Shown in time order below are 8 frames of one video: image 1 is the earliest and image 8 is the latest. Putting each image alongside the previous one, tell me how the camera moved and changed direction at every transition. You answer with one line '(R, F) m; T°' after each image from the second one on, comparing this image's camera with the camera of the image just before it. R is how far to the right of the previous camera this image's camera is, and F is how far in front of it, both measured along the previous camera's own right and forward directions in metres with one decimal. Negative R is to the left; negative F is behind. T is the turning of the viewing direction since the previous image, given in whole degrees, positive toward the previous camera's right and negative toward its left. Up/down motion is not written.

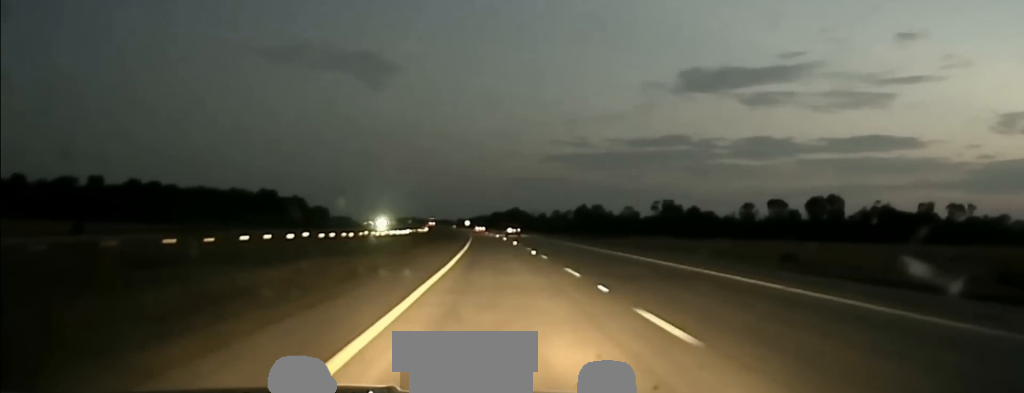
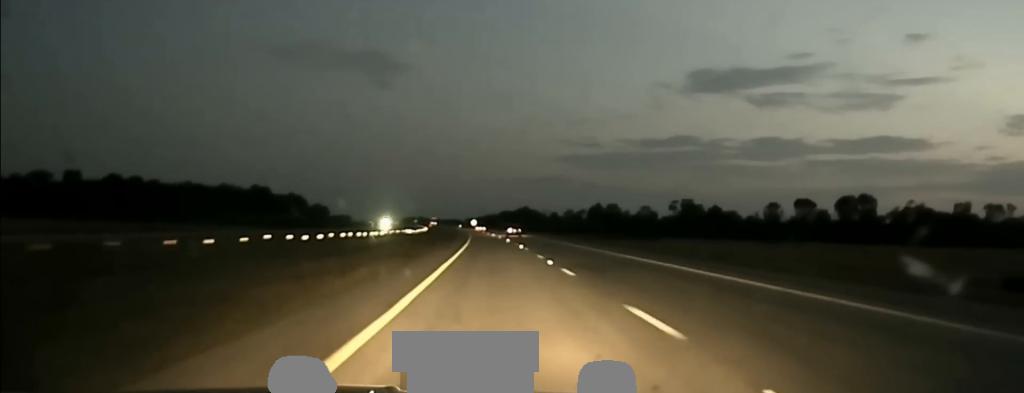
(-0.2, +34.4) m; -1°
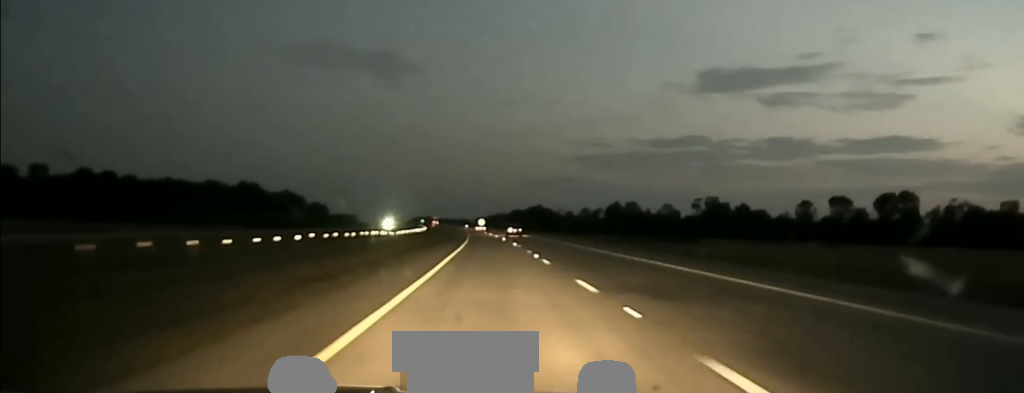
(-0.3, +38.2) m; -1°
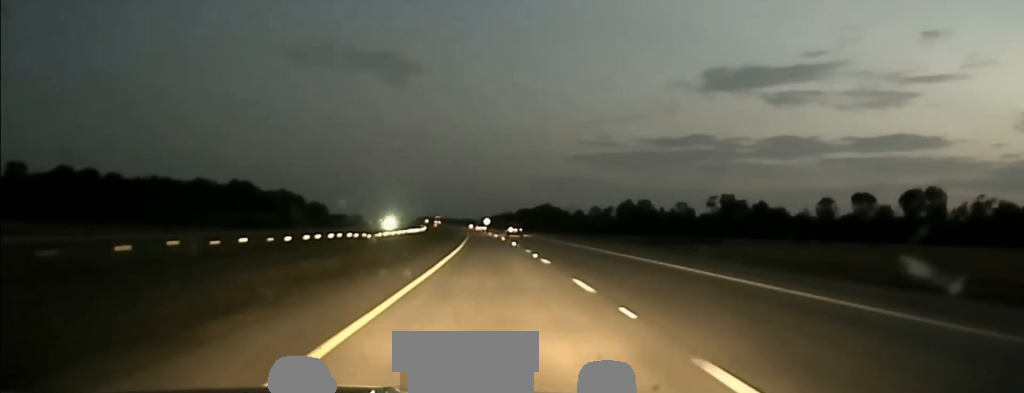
(0.0, +22.3) m; 0°
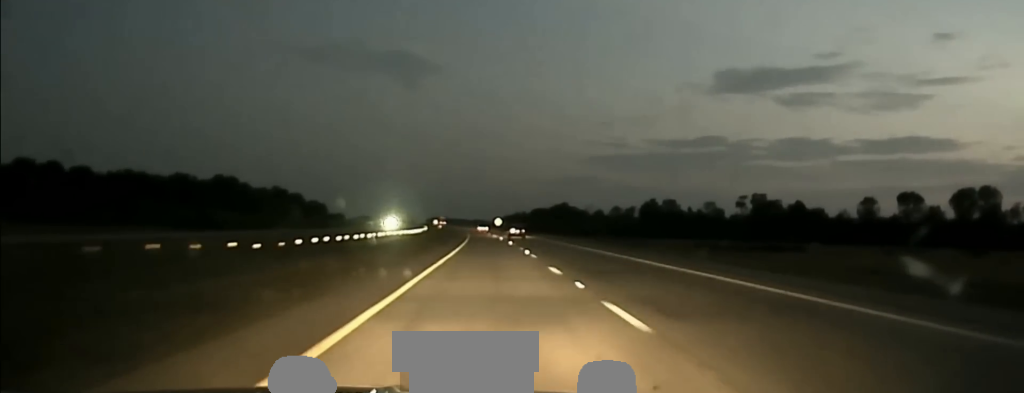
(-0.3, +42.5) m; -1°
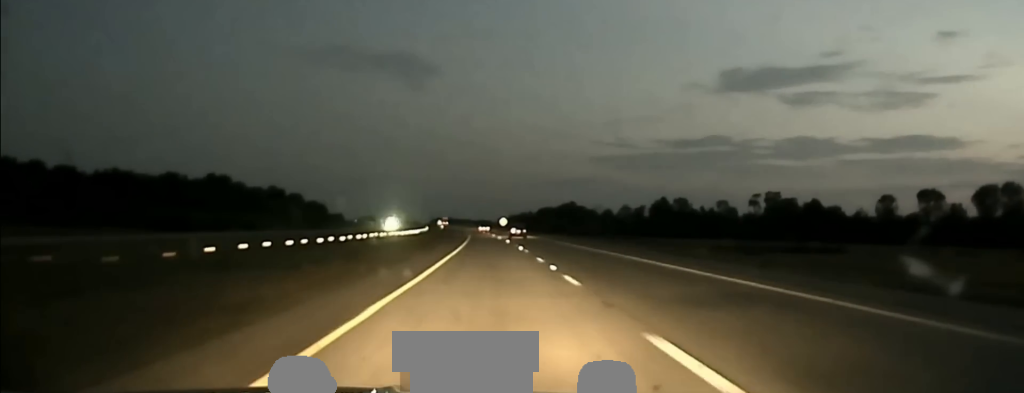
(-0.1, +17.6) m; 0°
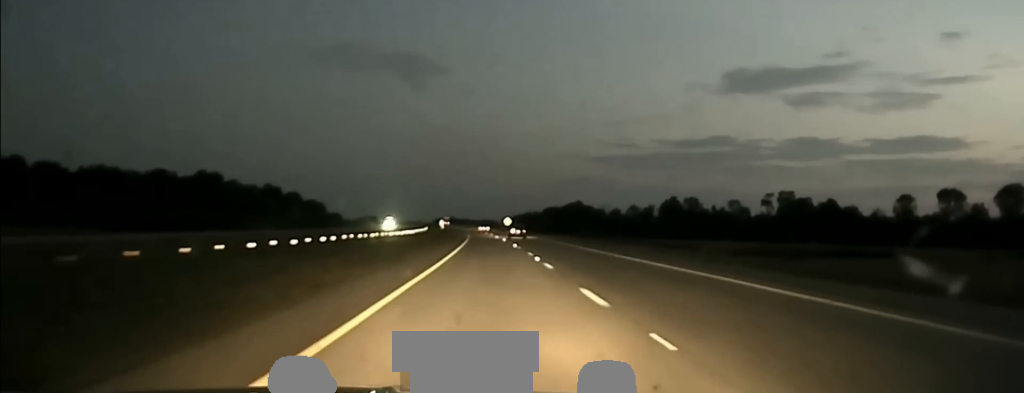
(0.0, +16.8) m; 0°
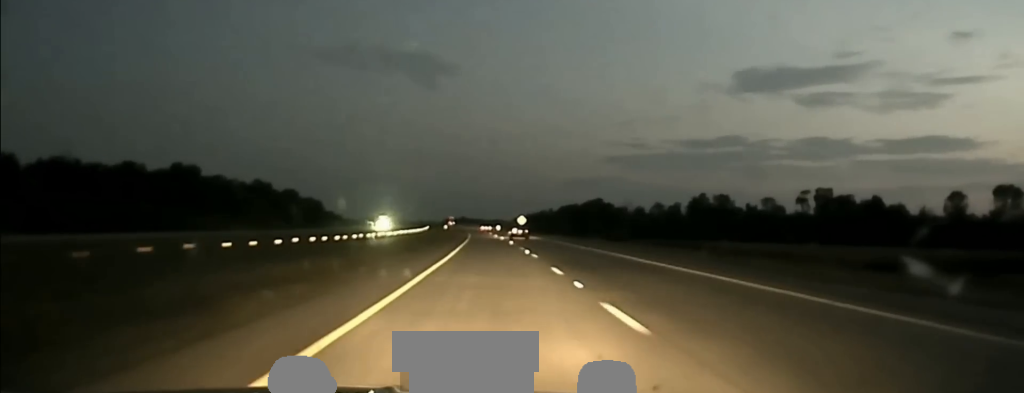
(-0.1, +42.7) m; -1°
